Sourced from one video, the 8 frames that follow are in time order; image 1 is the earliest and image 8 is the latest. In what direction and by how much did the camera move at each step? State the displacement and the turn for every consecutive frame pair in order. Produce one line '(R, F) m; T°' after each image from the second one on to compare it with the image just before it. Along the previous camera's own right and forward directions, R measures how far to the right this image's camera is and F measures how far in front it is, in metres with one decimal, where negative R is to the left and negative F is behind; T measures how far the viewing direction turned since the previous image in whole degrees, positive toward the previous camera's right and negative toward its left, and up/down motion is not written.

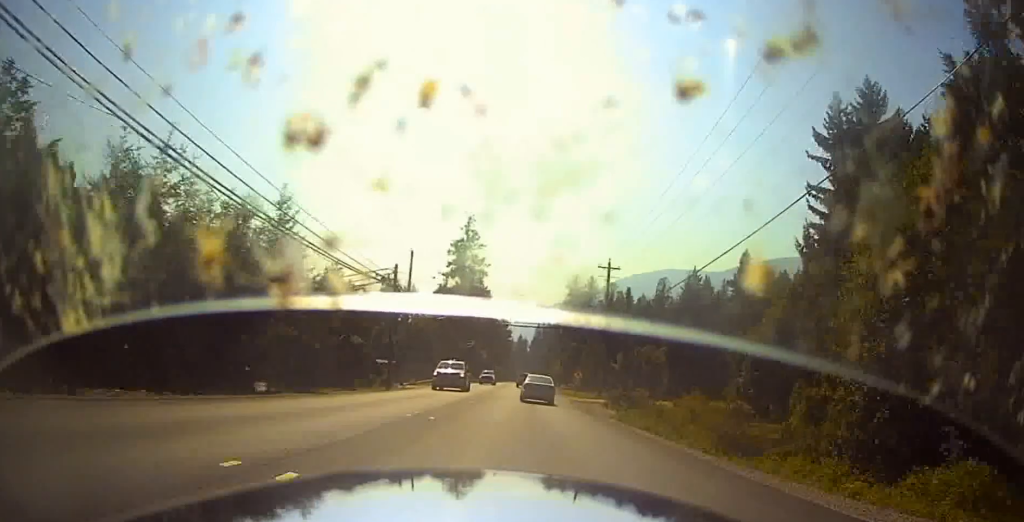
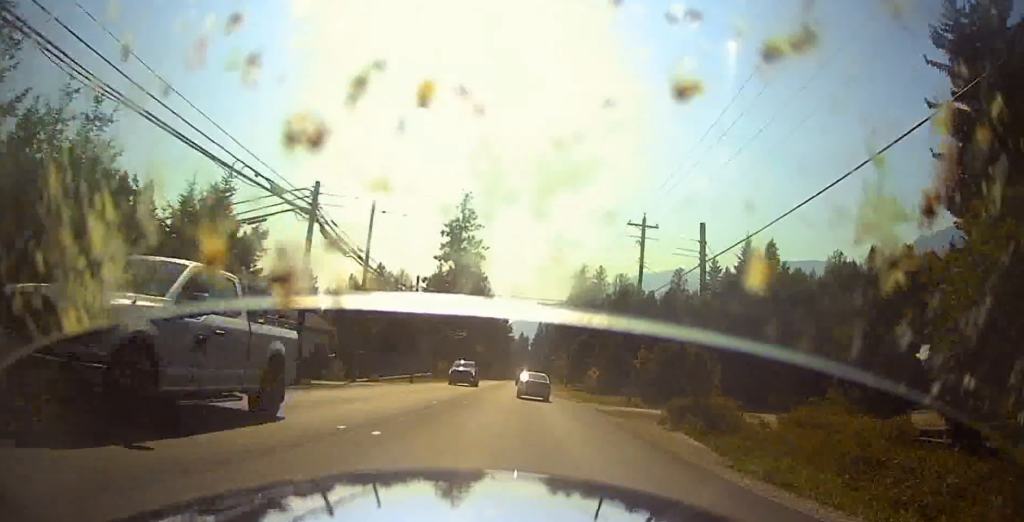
(+0.4, +17.0) m; +3°
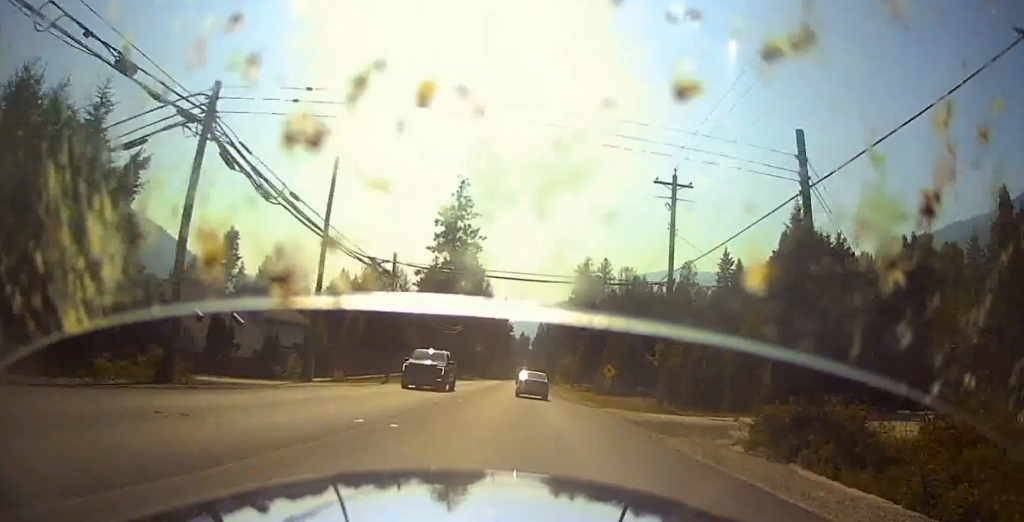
(+0.2, +9.0) m; +1°
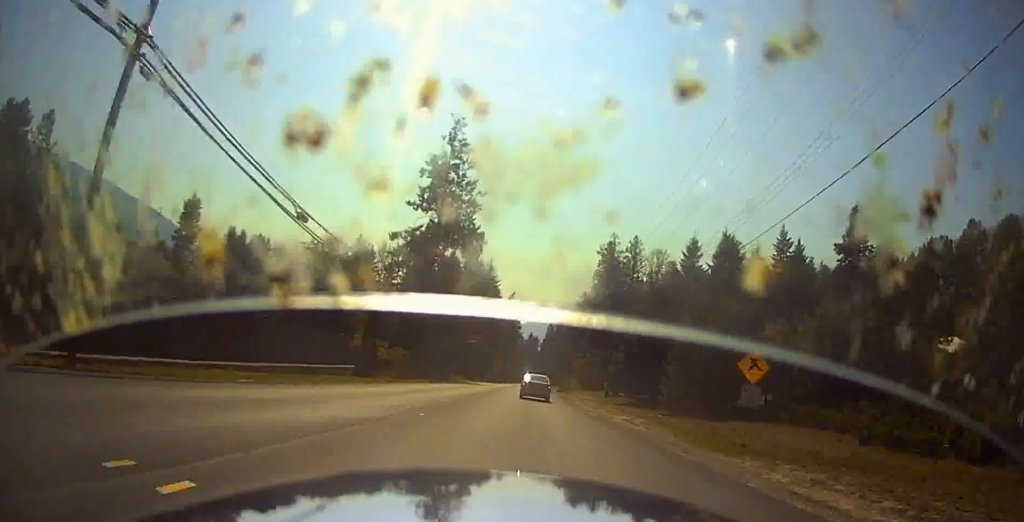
(-0.1, +29.5) m; -2°
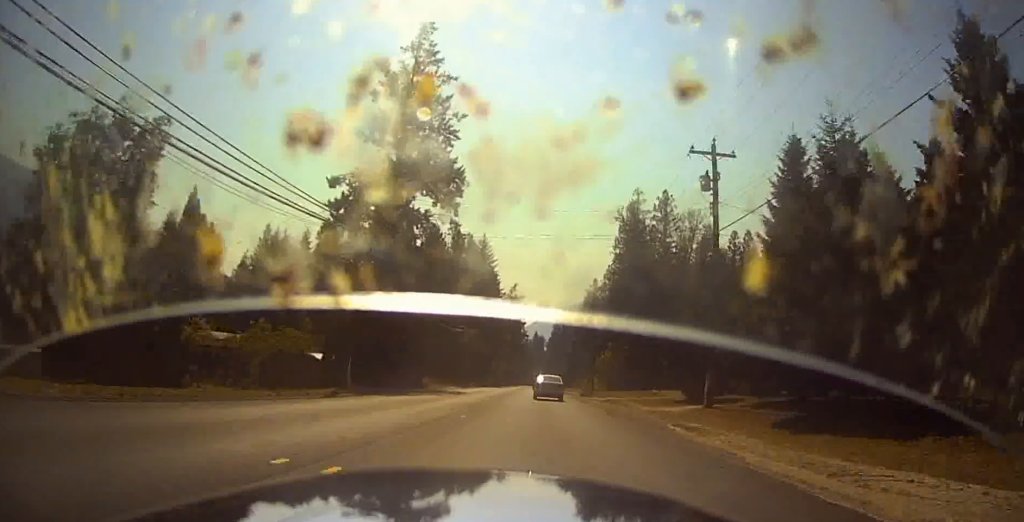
(-0.9, +27.6) m; -3°
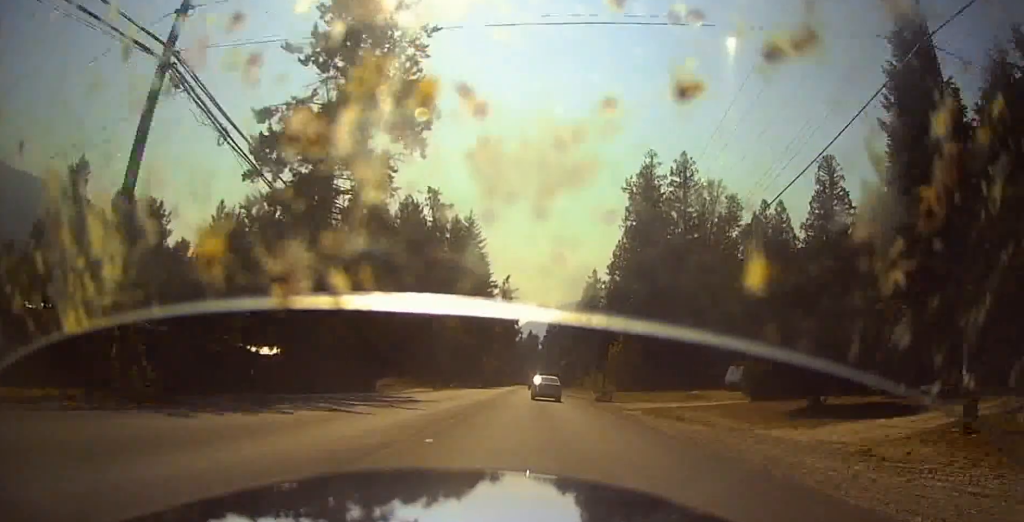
(0.0, +16.9) m; 0°
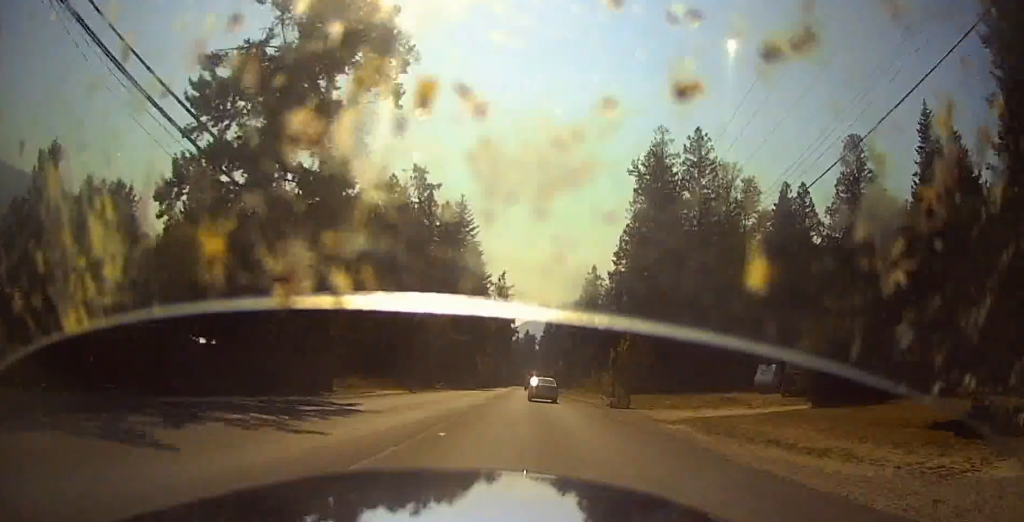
(0.0, +8.8) m; 0°
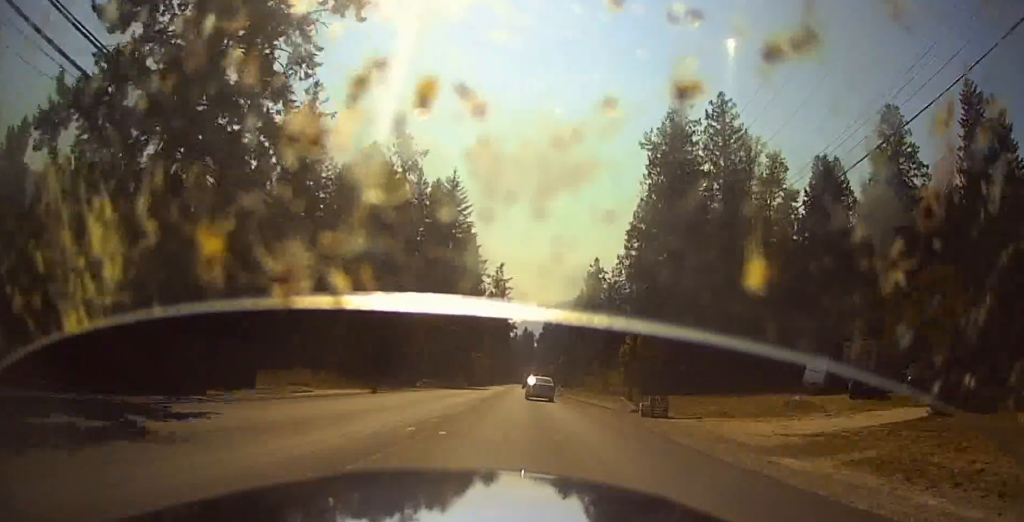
(0.0, +9.7) m; 0°
